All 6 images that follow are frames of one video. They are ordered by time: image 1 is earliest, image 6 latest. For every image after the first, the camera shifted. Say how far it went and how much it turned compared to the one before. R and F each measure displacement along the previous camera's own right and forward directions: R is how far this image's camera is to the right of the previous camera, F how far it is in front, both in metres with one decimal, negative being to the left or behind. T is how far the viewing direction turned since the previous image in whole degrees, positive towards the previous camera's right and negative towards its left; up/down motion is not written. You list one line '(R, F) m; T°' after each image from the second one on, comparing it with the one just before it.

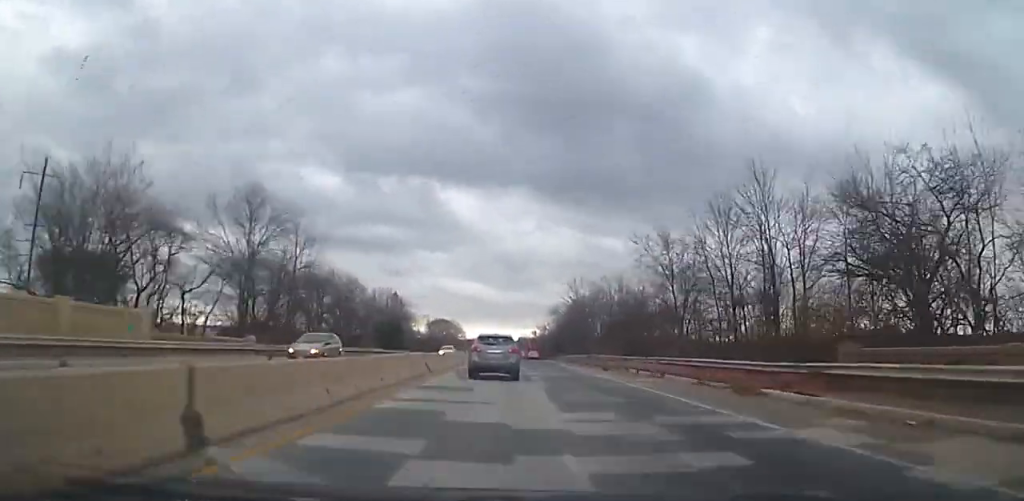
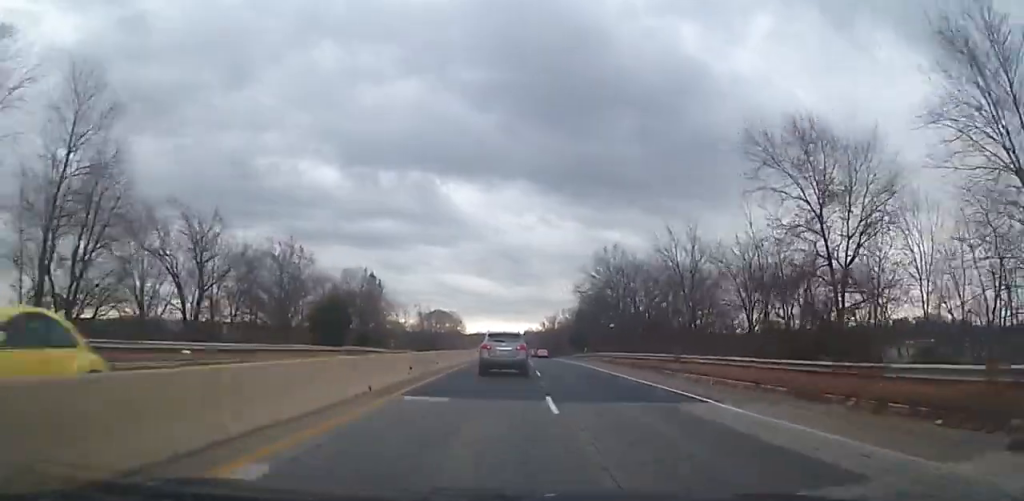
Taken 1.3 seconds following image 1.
(-0.1, +29.3) m; 0°
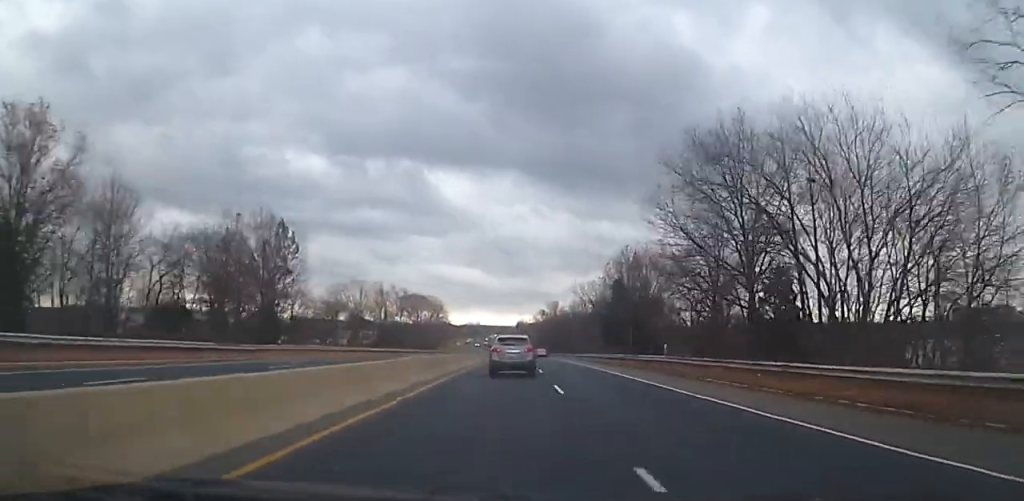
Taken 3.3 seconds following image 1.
(+0.8, +44.2) m; +2°
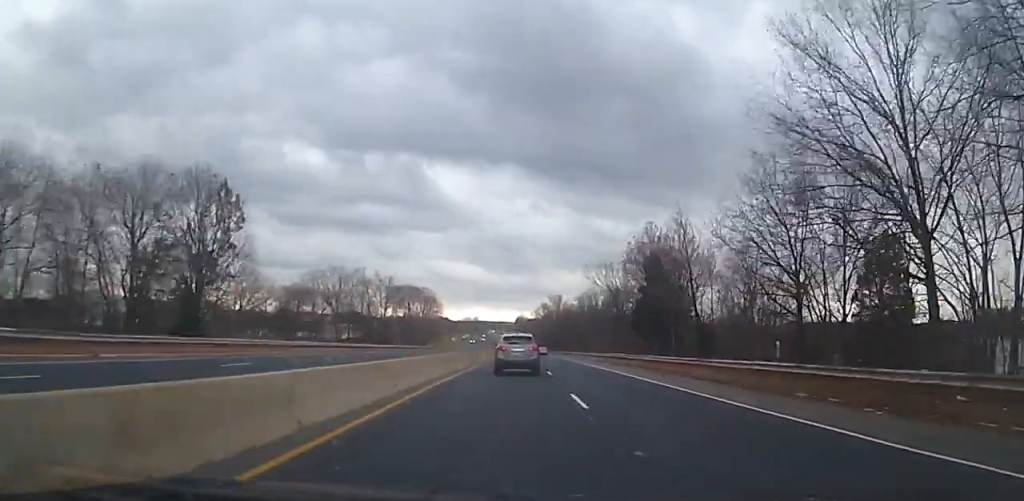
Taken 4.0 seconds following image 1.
(-0.2, +16.0) m; -1°
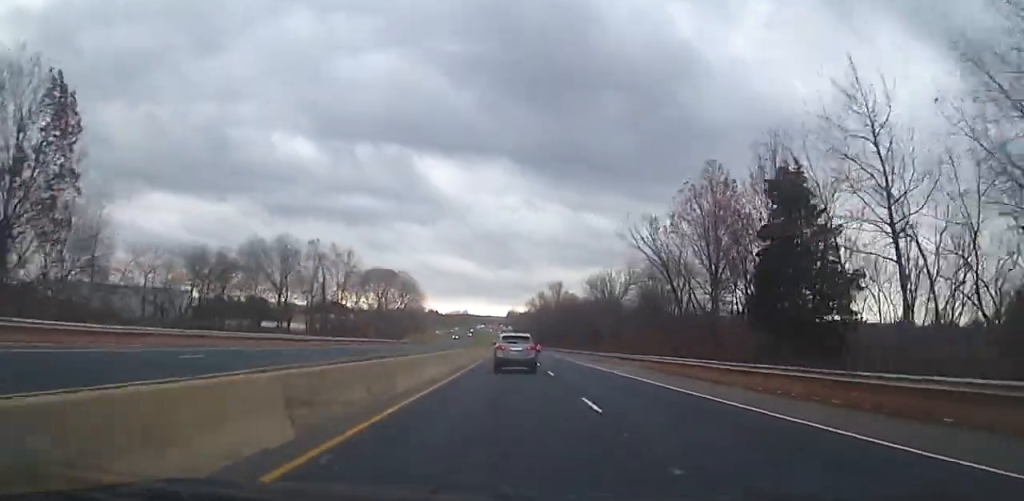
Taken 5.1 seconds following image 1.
(-0.2, +25.1) m; +1°
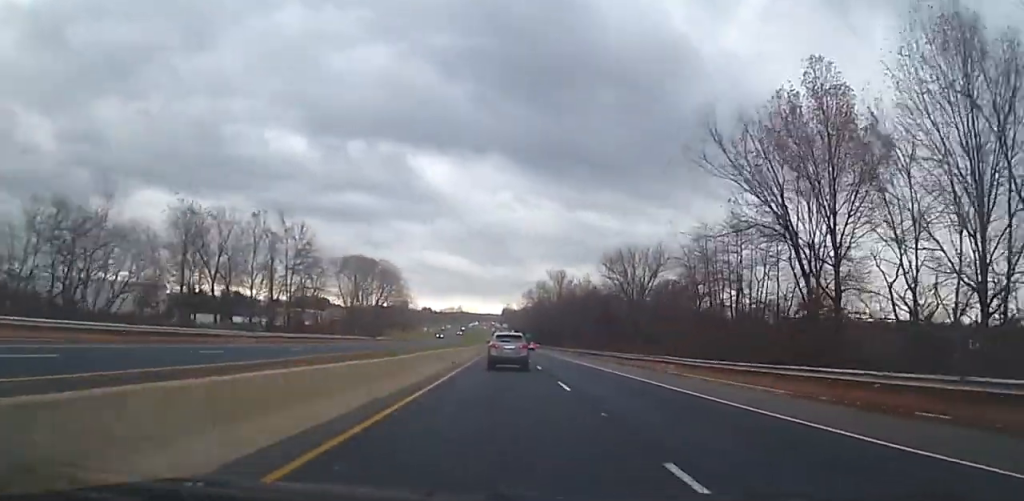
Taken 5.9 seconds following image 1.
(+0.5, +20.0) m; +1°
